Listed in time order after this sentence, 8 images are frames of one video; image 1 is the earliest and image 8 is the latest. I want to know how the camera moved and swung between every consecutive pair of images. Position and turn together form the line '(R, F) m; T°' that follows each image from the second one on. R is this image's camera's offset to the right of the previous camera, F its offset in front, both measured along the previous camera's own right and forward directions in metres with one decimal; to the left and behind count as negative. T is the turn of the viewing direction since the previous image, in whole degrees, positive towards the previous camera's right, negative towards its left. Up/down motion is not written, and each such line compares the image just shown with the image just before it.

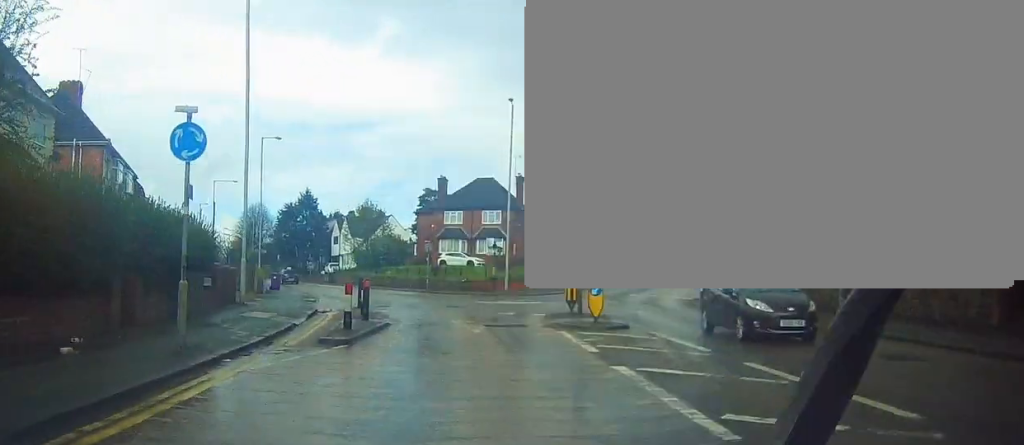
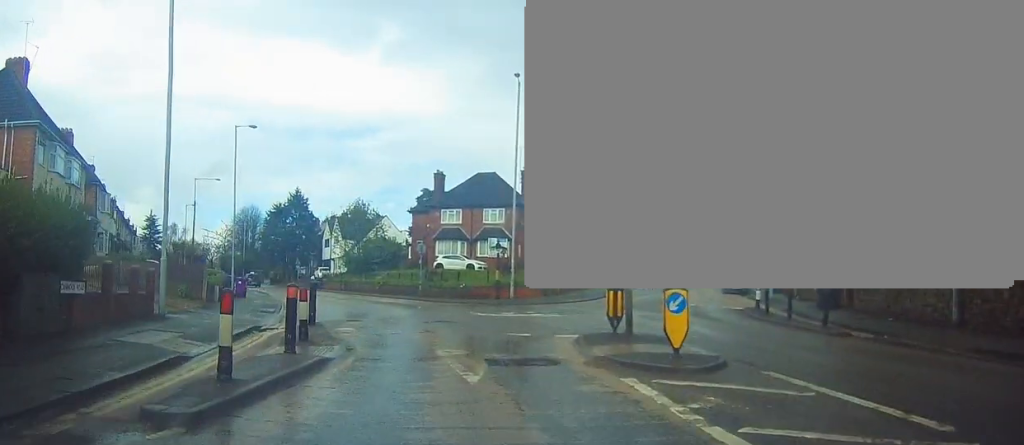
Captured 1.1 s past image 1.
(+0.1, +7.0) m; +2°
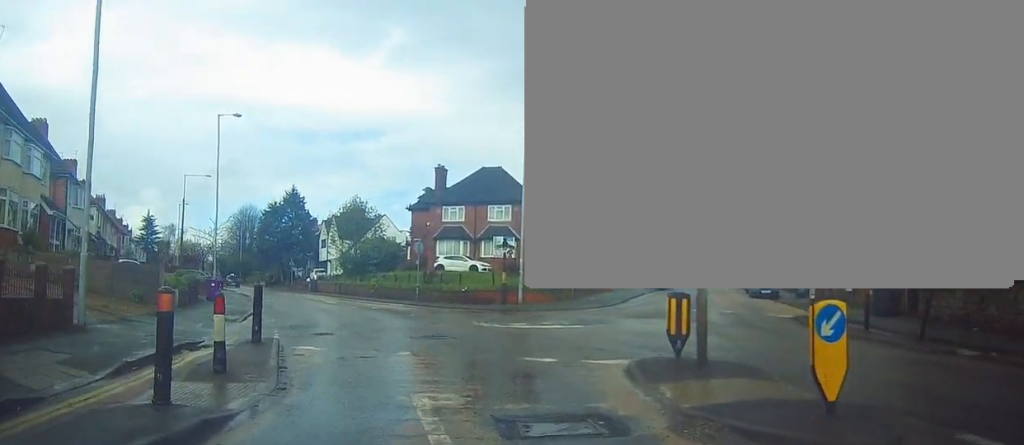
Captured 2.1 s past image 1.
(+0.1, +4.6) m; -1°
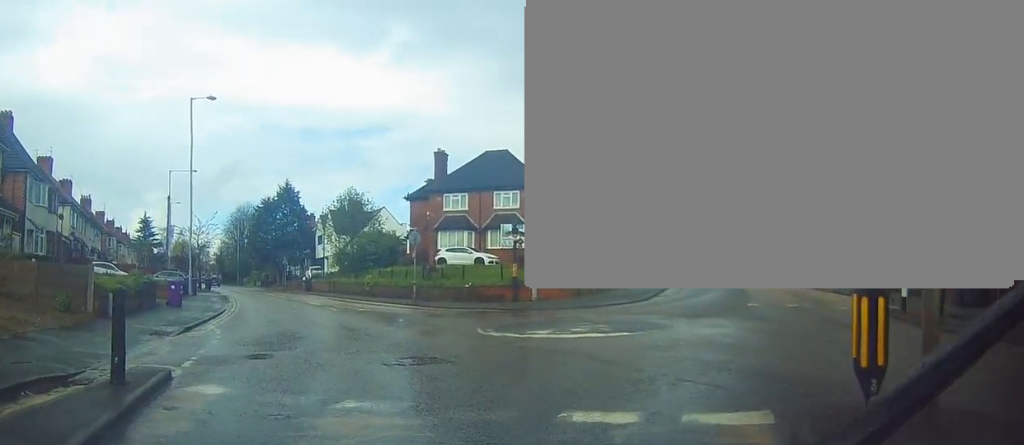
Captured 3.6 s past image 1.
(+0.1, +5.3) m; +3°
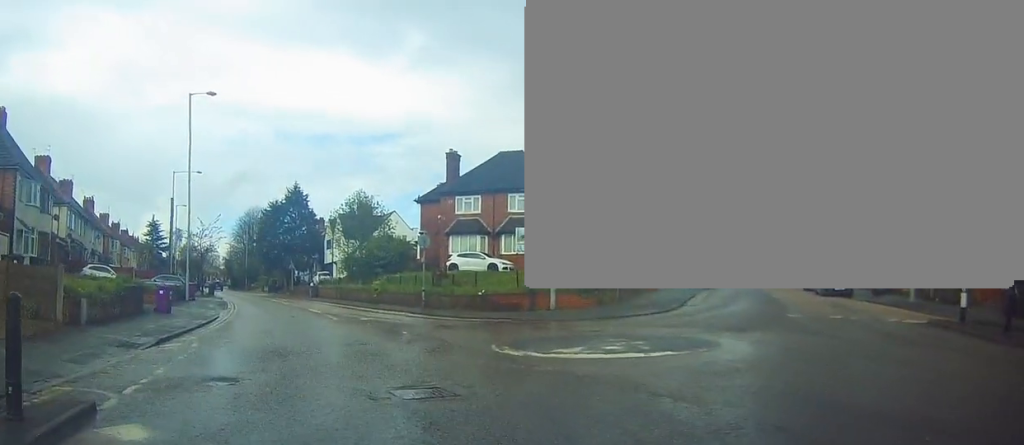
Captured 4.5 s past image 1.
(+0.1, +2.3) m; -5°
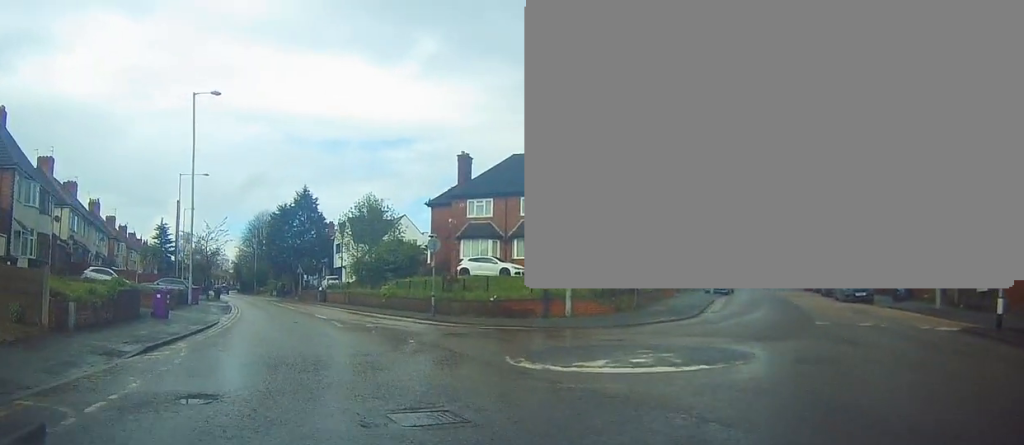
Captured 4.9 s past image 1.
(-0.2, +1.2) m; -6°
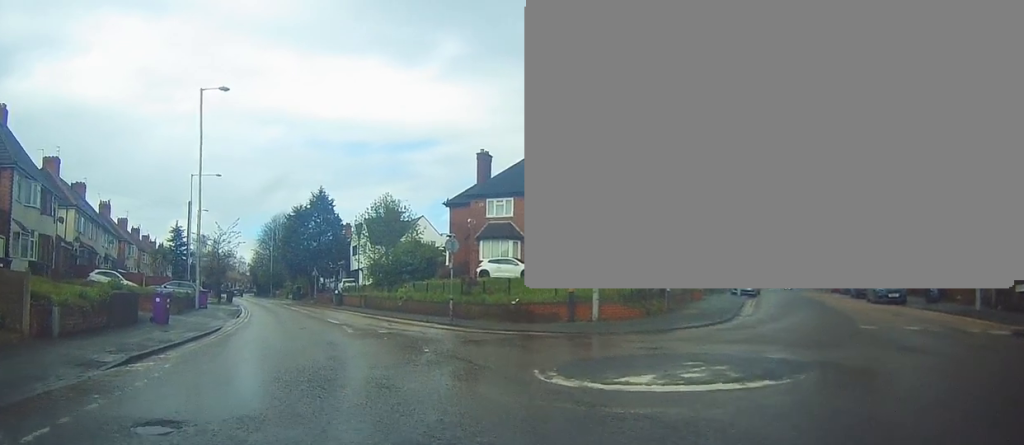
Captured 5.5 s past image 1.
(-0.1, +1.6) m; -3°
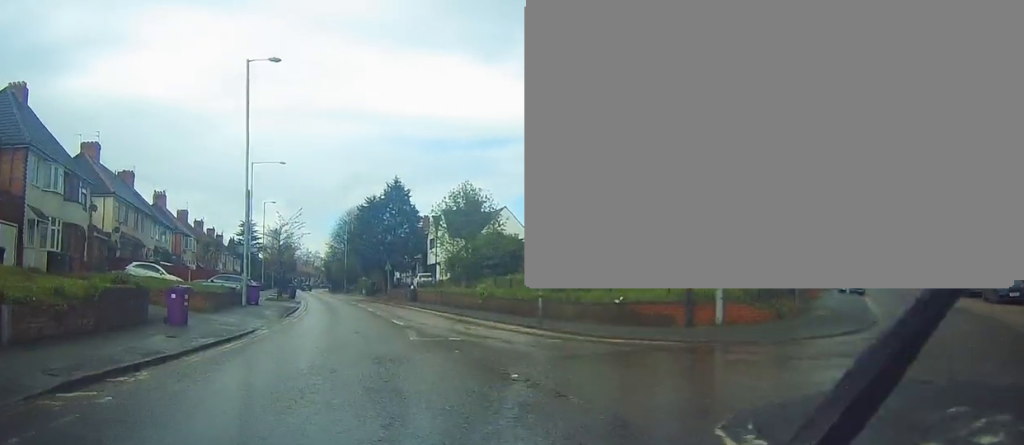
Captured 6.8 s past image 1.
(0.0, +4.2) m; -2°
